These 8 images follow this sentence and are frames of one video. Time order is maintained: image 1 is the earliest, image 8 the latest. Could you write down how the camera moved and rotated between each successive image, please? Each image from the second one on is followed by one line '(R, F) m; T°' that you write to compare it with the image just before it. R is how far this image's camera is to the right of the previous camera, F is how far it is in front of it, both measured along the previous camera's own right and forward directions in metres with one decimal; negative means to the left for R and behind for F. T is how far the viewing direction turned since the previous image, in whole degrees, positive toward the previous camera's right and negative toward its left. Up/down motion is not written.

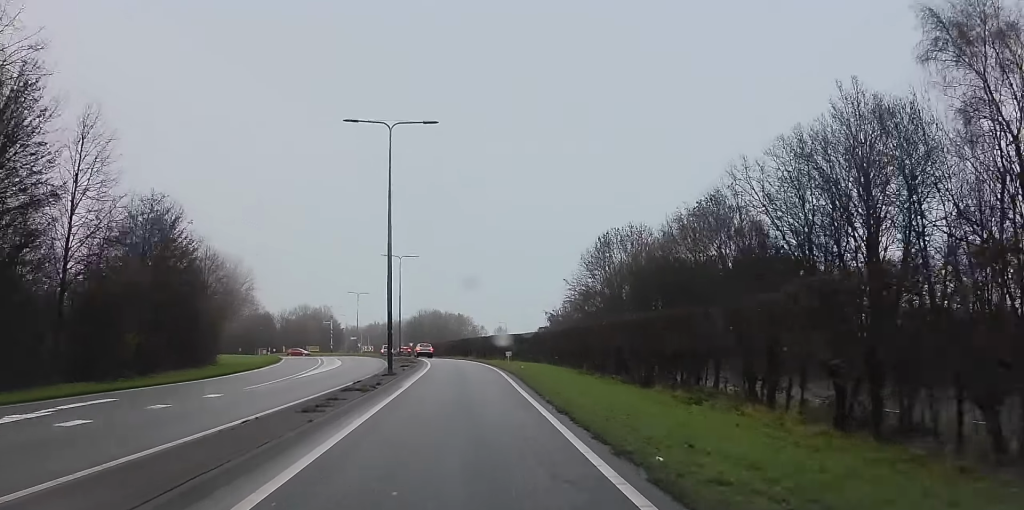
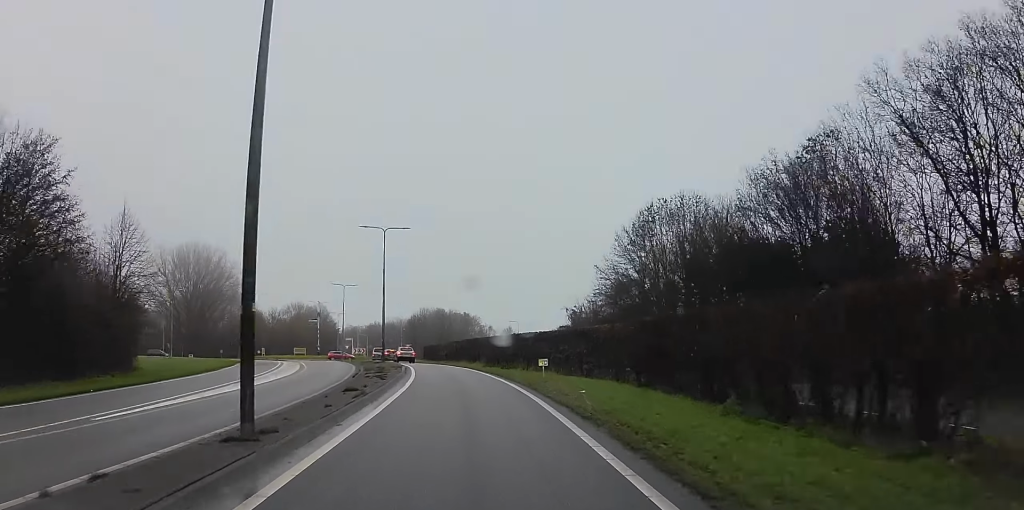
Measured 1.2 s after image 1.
(+0.2, +18.8) m; -2°
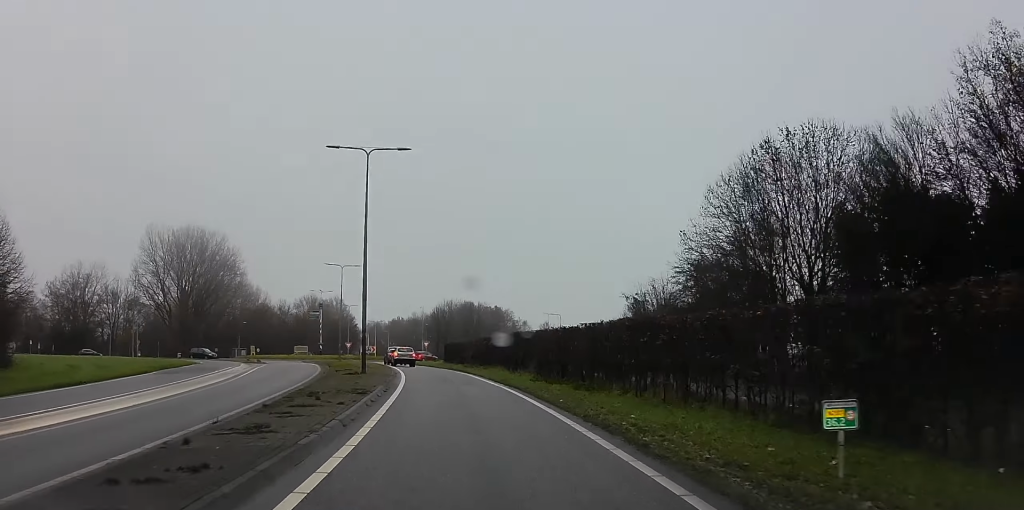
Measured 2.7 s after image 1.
(-1.5, +21.8) m; -5°
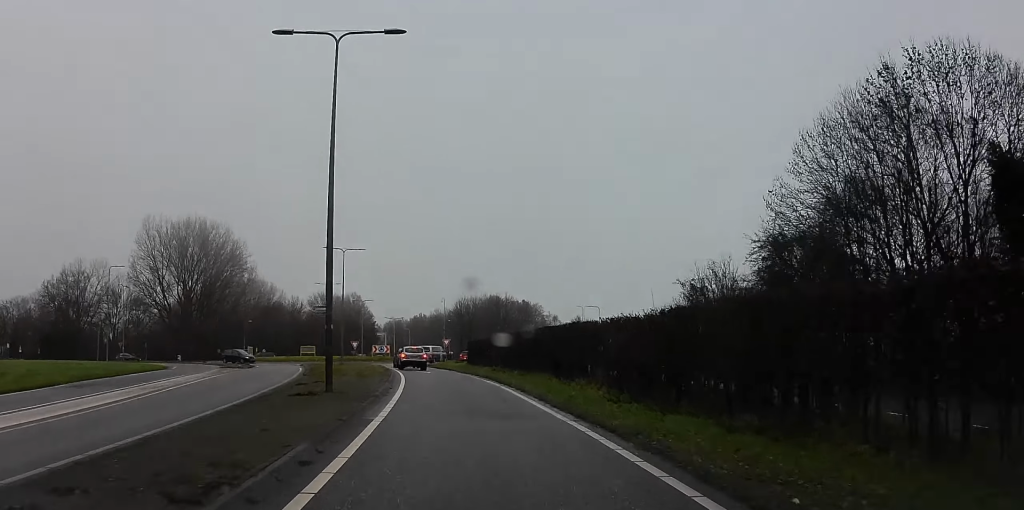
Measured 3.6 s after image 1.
(-0.1, +13.1) m; -1°
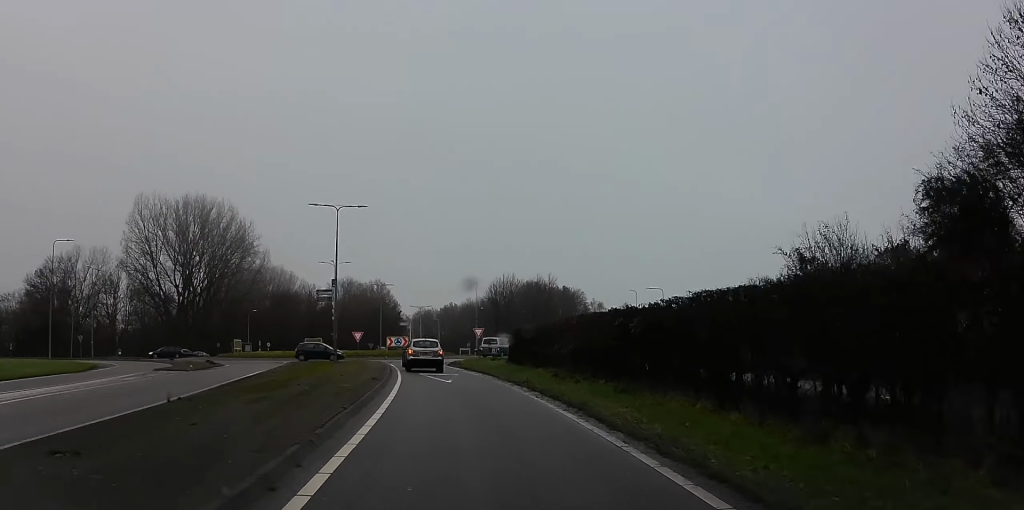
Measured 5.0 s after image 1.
(-0.5, +16.8) m; -2°
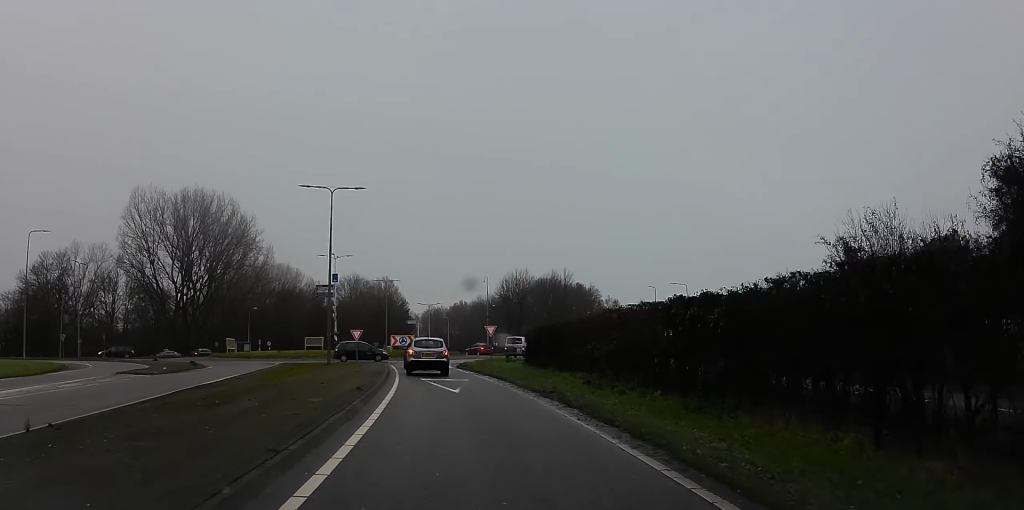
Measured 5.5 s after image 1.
(0.0, +5.0) m; -1°
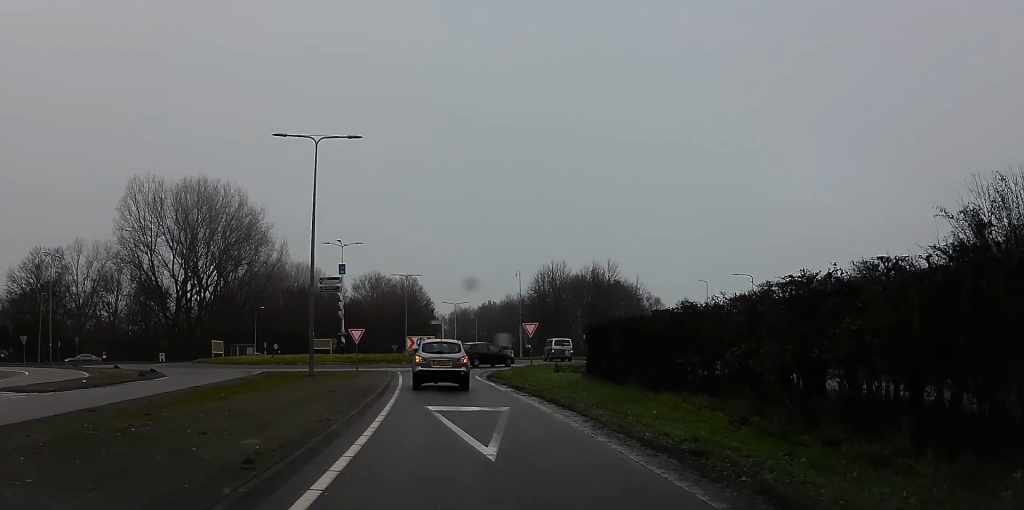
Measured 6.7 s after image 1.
(-0.2, +10.9) m; -3°
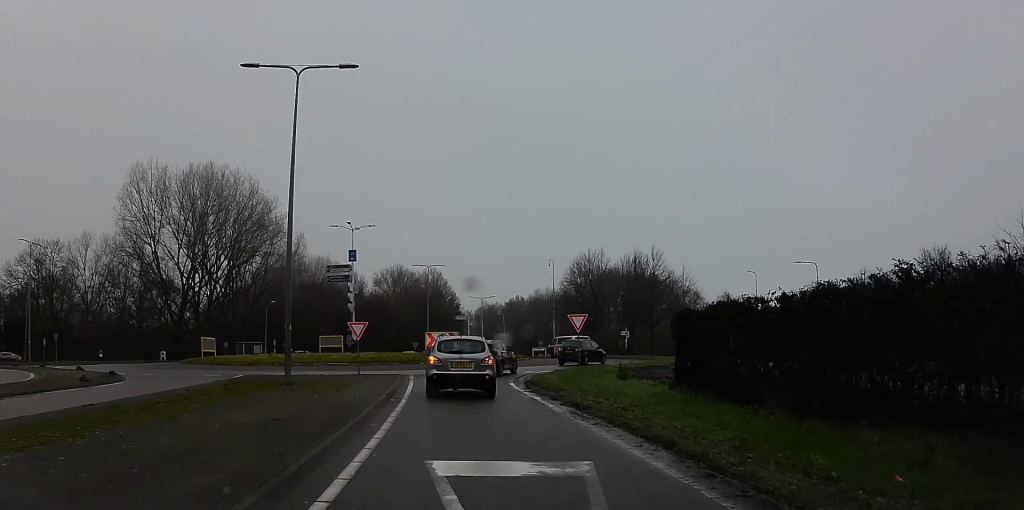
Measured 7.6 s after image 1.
(-0.3, +8.4) m; 0°
